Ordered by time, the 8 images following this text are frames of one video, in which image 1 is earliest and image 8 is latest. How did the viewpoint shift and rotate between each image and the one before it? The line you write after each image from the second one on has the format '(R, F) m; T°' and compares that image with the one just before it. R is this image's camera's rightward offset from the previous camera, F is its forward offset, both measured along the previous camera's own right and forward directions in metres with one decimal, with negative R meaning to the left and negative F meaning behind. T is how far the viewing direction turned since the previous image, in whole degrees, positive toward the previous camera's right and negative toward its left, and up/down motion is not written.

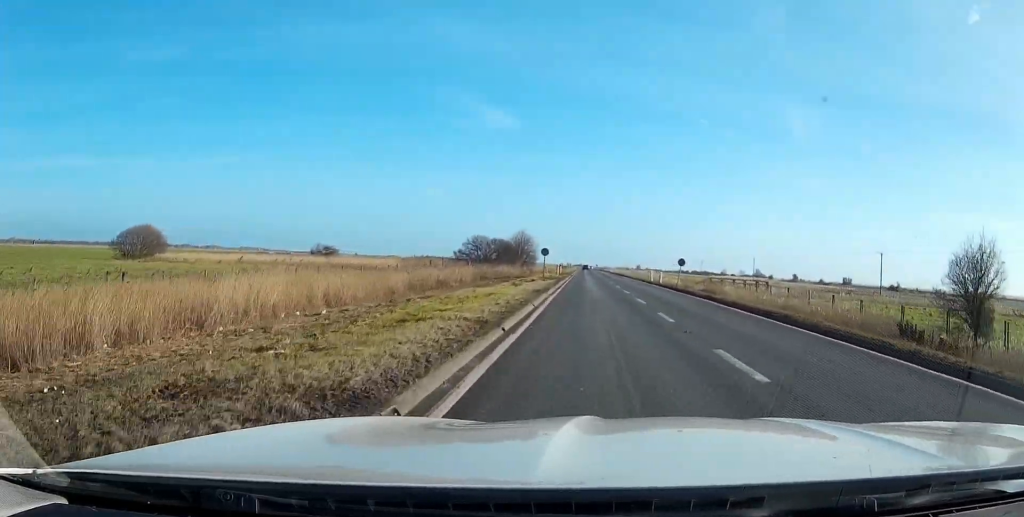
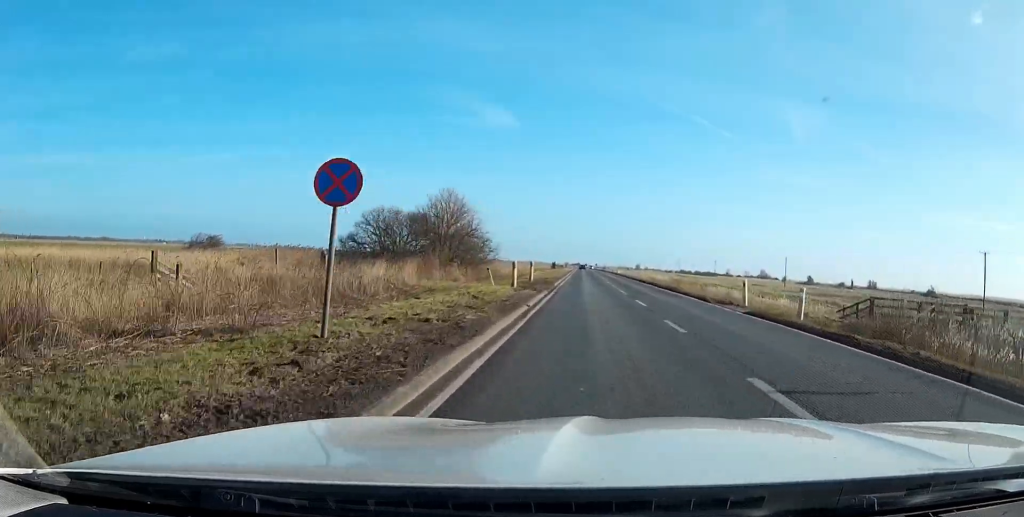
(+0.1, +46.1) m; 0°
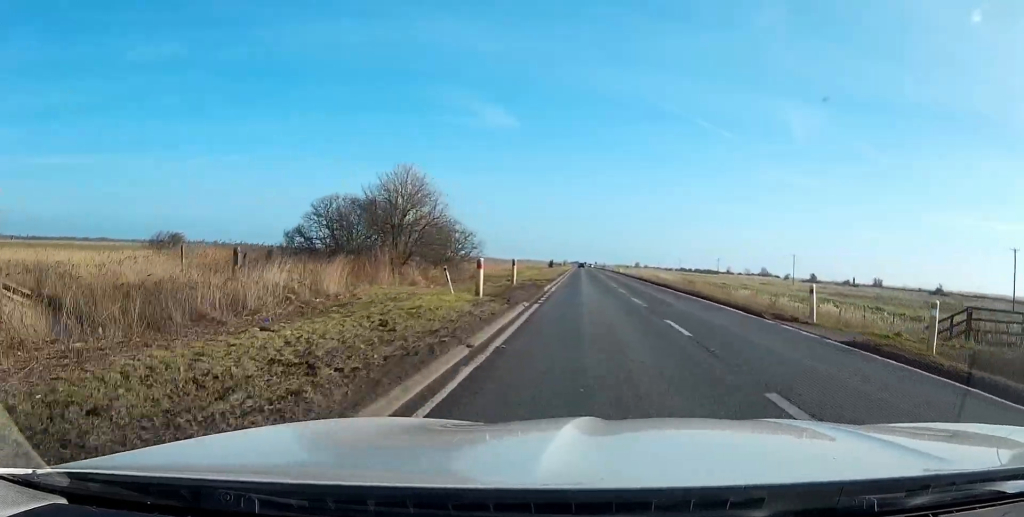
(0.0, +9.9) m; 0°
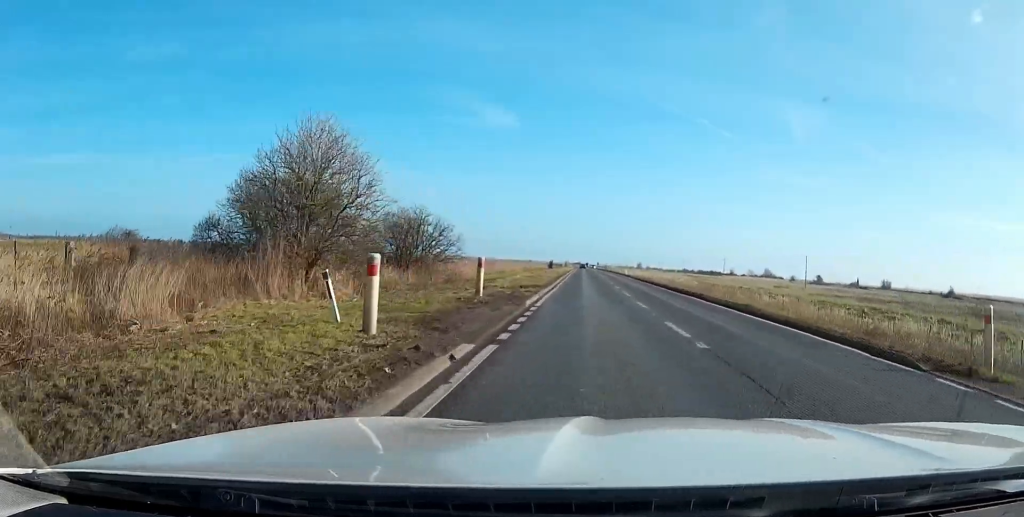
(0.0, +10.7) m; 0°
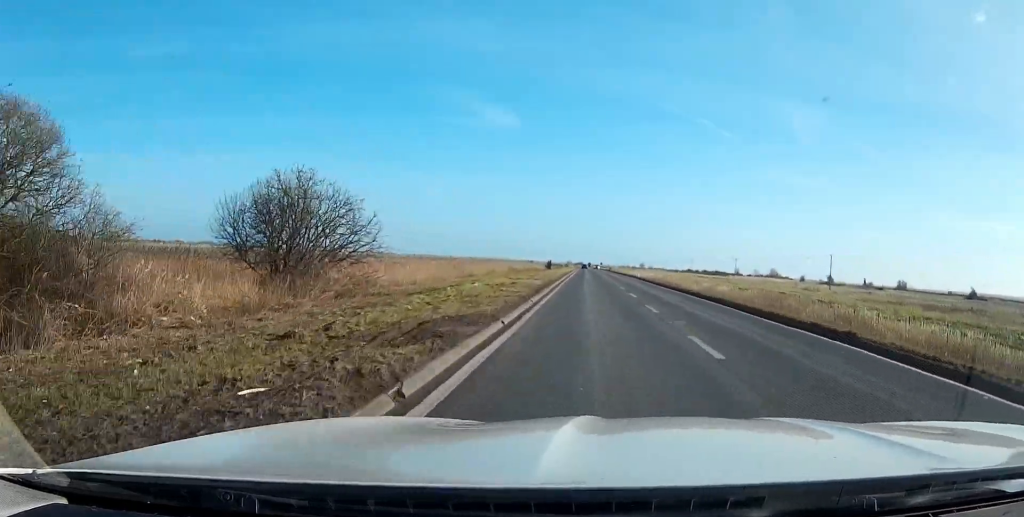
(0.0, +19.9) m; 0°
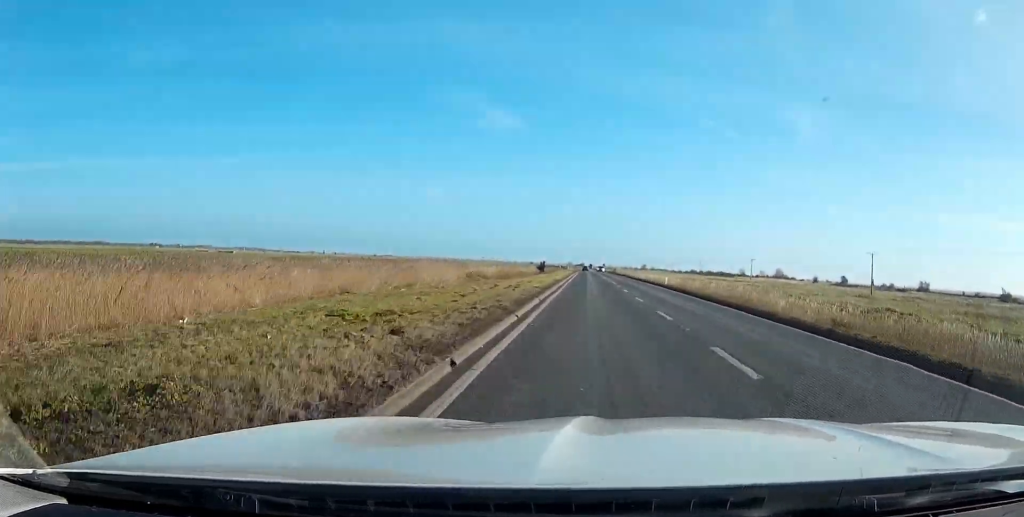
(-0.1, +28.2) m; 0°
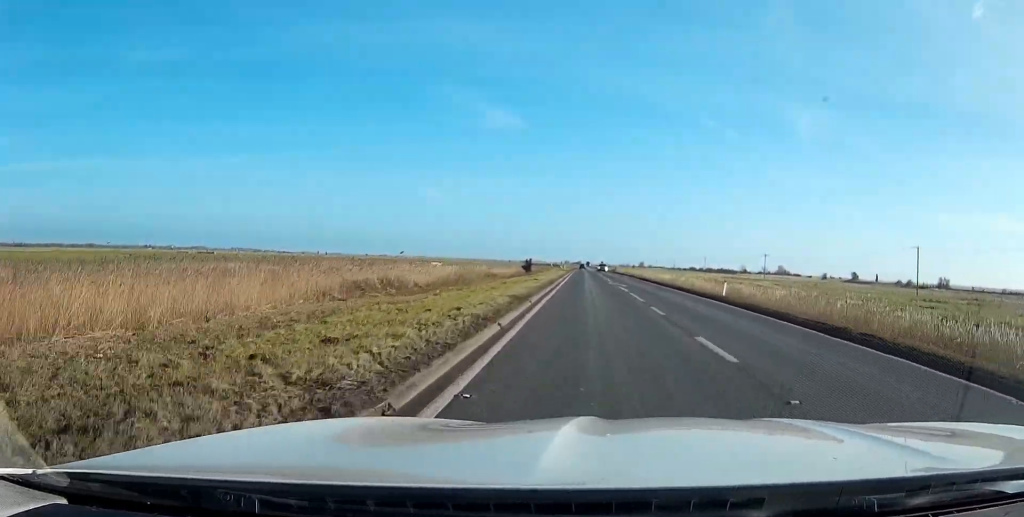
(+0.1, +25.7) m; 0°
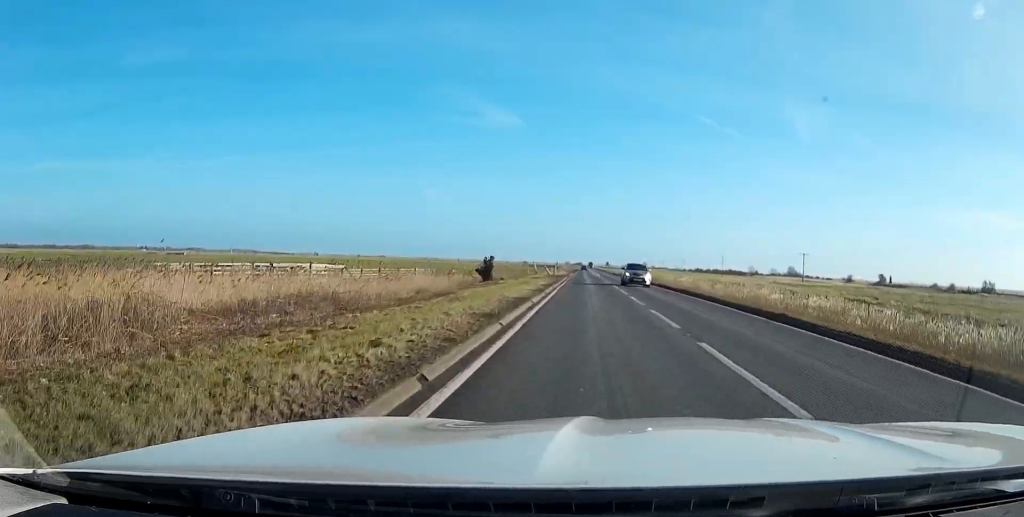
(0.0, +44.6) m; 0°
